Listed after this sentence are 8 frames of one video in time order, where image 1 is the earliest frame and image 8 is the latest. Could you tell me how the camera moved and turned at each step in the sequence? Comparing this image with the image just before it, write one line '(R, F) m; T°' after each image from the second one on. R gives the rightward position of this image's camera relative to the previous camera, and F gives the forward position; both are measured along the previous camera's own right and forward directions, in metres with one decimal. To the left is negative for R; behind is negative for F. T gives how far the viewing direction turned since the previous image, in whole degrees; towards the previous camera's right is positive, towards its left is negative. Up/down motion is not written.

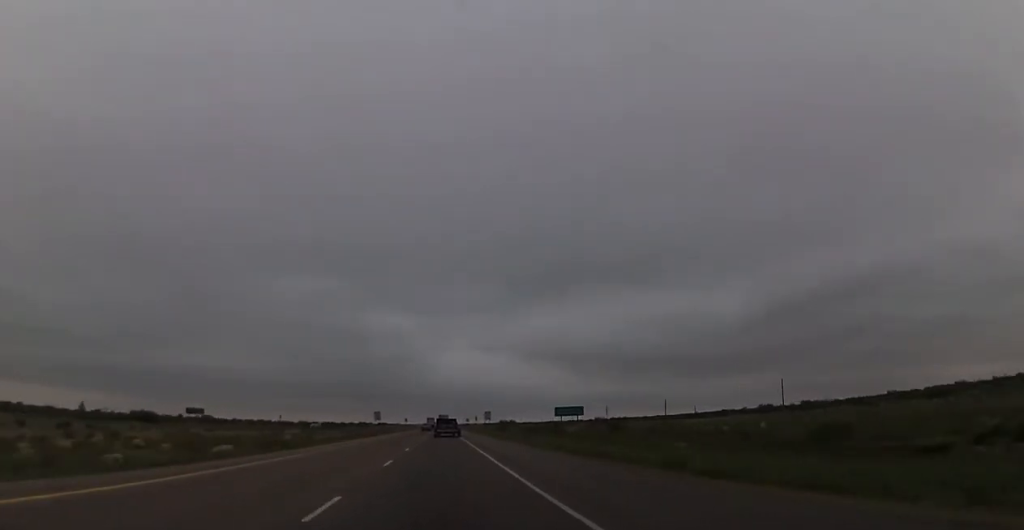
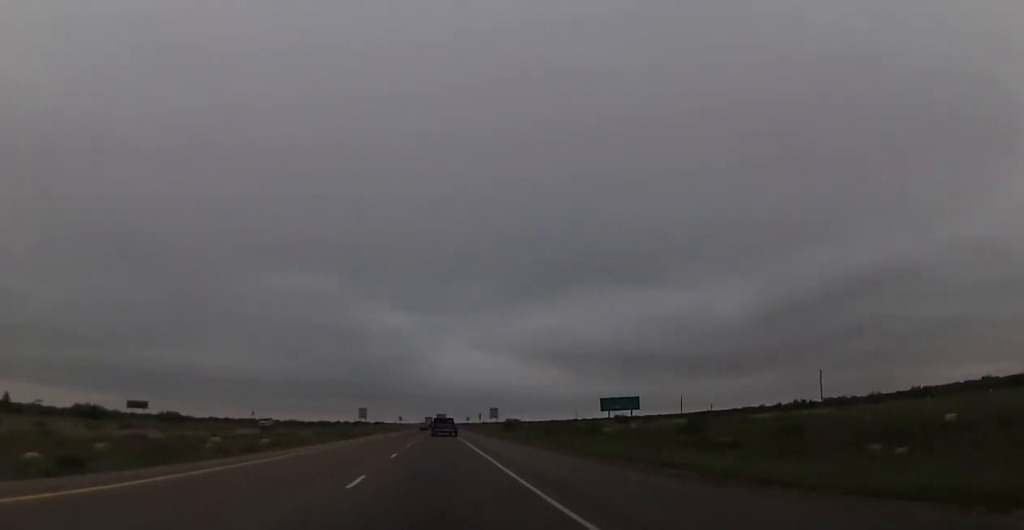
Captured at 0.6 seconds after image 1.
(0.0, +19.8) m; 0°
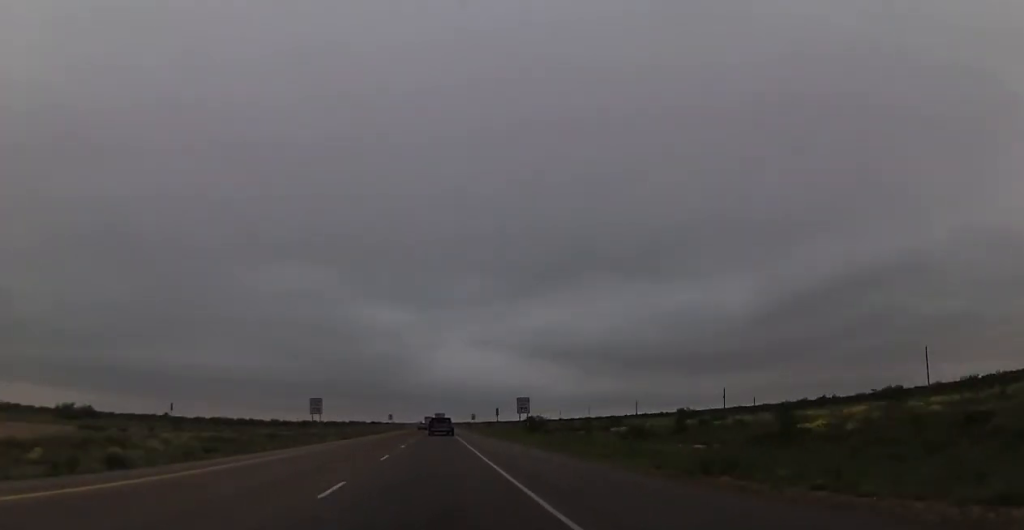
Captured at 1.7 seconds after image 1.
(-0.3, +38.3) m; 0°
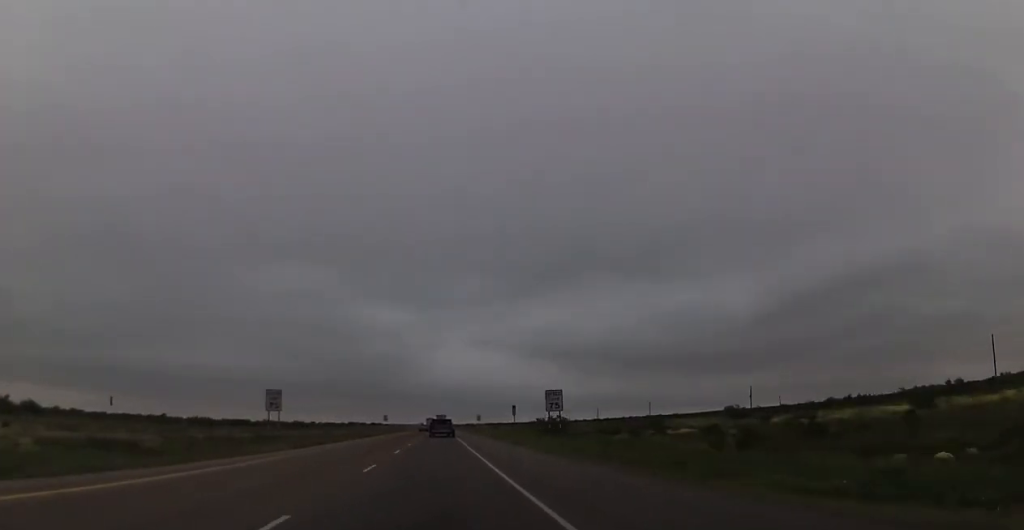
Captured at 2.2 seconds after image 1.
(+0.1, +17.4) m; 0°
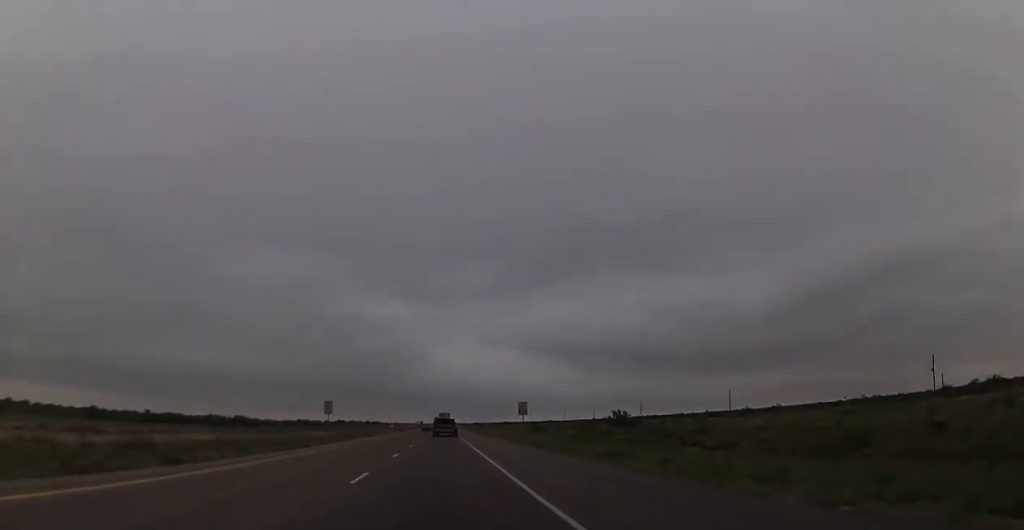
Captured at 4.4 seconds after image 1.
(-0.4, +76.5) m; -1°
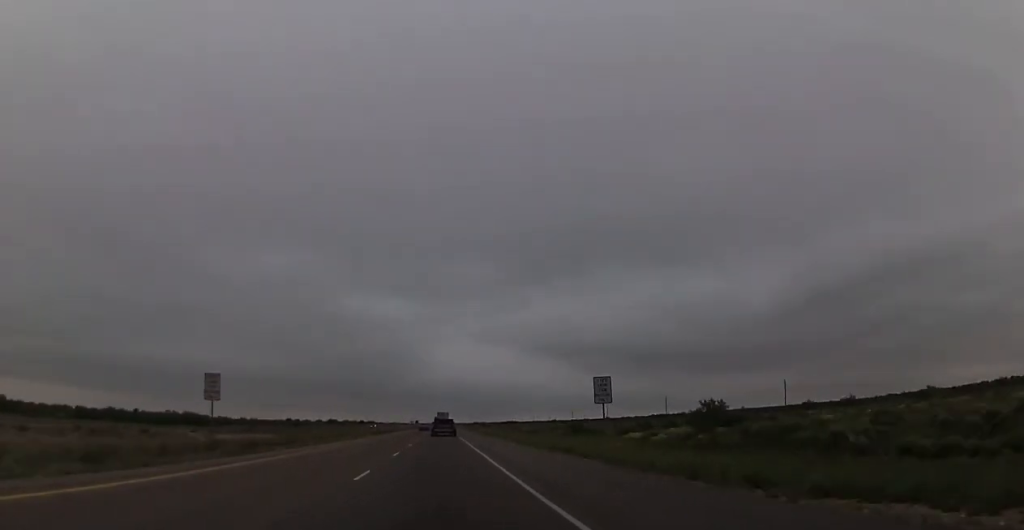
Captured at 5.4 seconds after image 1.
(0.0, +35.9) m; +1°
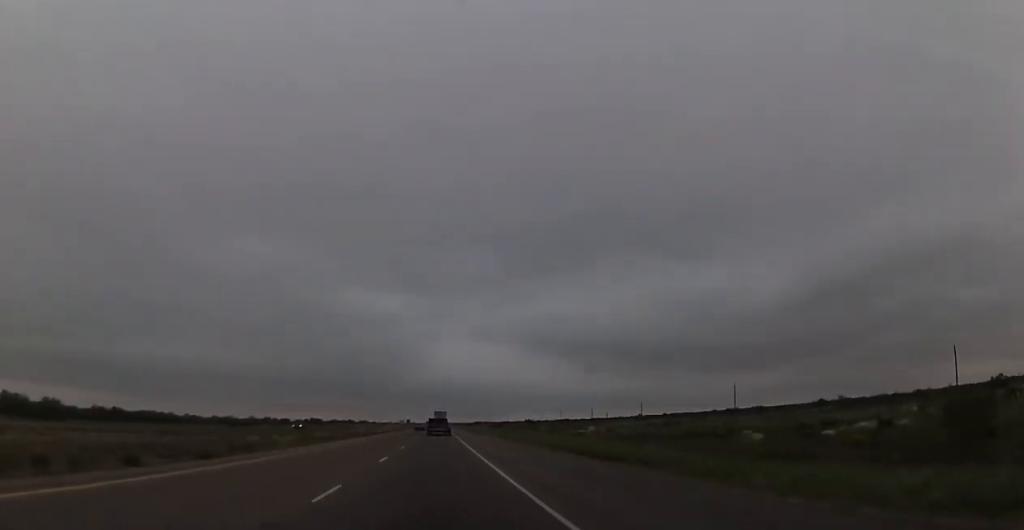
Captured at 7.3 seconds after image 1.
(+0.6, +65.0) m; 0°
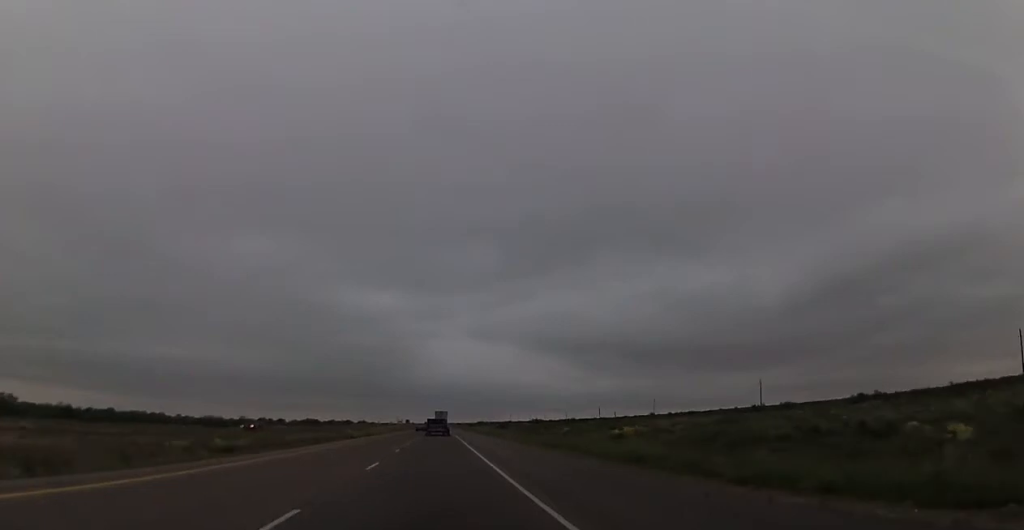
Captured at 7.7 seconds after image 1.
(-0.1, +16.2) m; 0°
